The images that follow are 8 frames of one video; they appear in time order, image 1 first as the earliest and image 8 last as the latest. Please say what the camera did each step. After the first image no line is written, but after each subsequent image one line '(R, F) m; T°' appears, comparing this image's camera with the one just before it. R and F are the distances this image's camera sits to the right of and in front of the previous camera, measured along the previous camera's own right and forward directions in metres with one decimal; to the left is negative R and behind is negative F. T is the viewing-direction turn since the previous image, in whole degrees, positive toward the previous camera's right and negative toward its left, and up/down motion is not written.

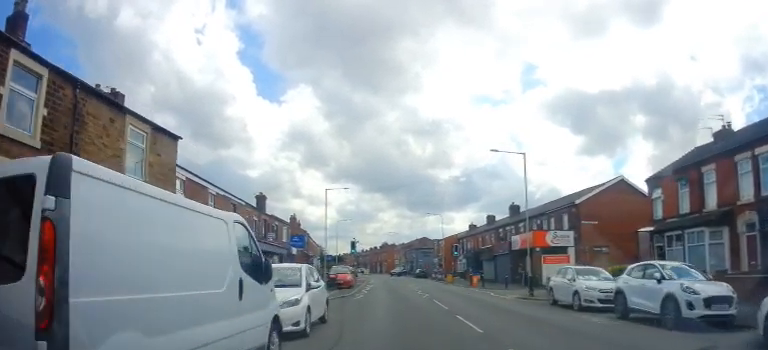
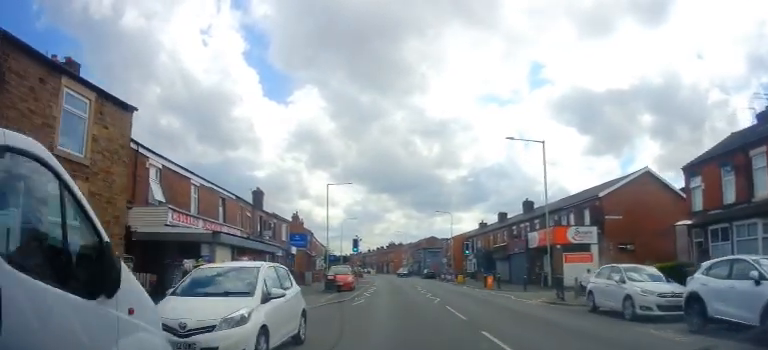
(+0.2, +3.0) m; -1°
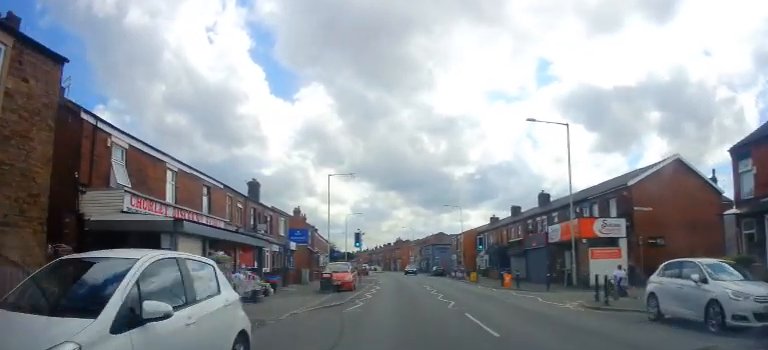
(-0.2, +3.3) m; 0°
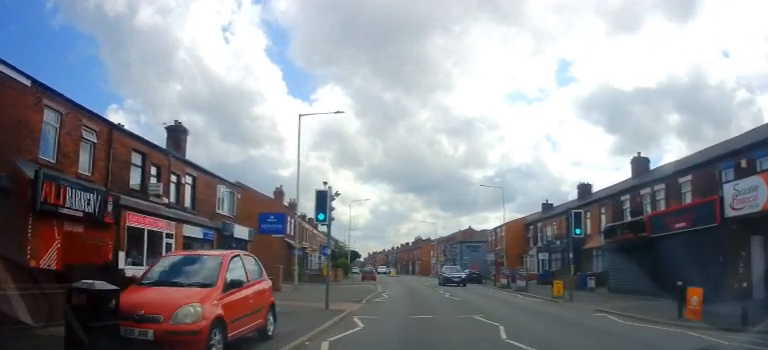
(-0.5, +18.1) m; -4°
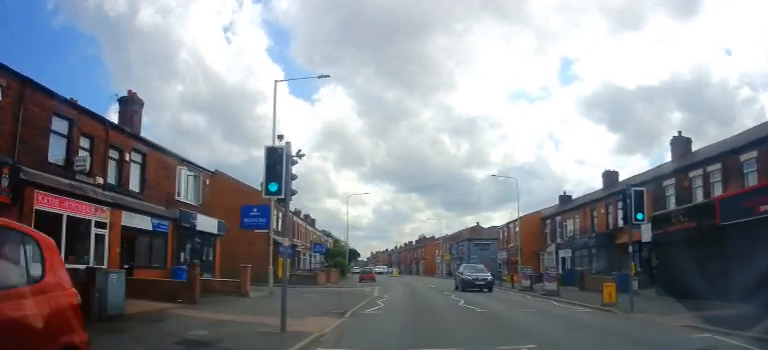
(0.0, +5.1) m; -1°
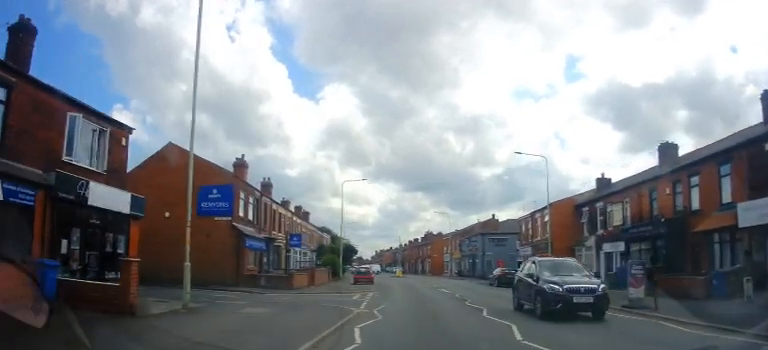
(-0.1, +8.0) m; -2°
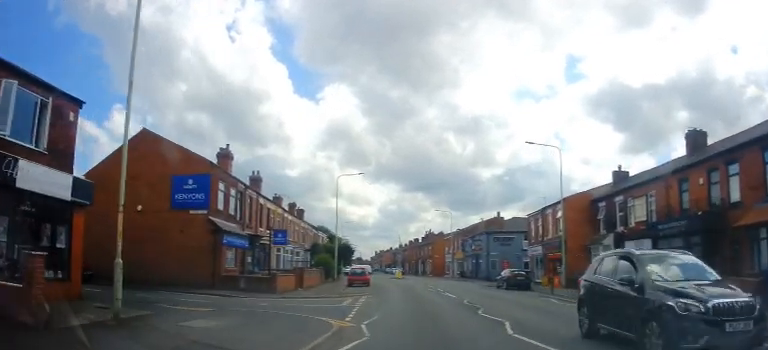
(-0.1, +3.4) m; 0°
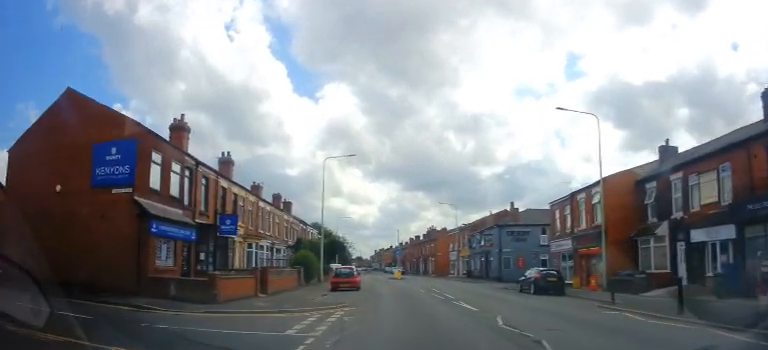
(+0.1, +7.1) m; +1°
